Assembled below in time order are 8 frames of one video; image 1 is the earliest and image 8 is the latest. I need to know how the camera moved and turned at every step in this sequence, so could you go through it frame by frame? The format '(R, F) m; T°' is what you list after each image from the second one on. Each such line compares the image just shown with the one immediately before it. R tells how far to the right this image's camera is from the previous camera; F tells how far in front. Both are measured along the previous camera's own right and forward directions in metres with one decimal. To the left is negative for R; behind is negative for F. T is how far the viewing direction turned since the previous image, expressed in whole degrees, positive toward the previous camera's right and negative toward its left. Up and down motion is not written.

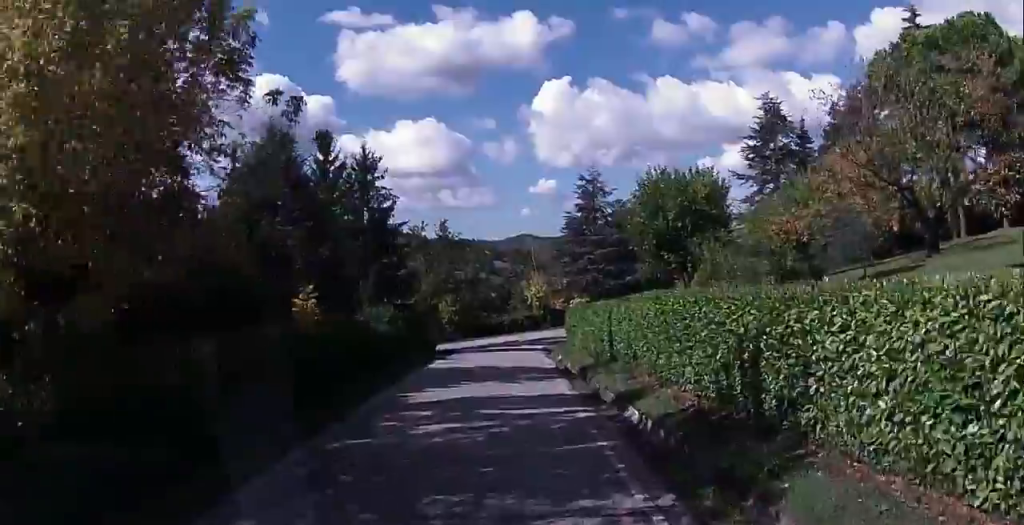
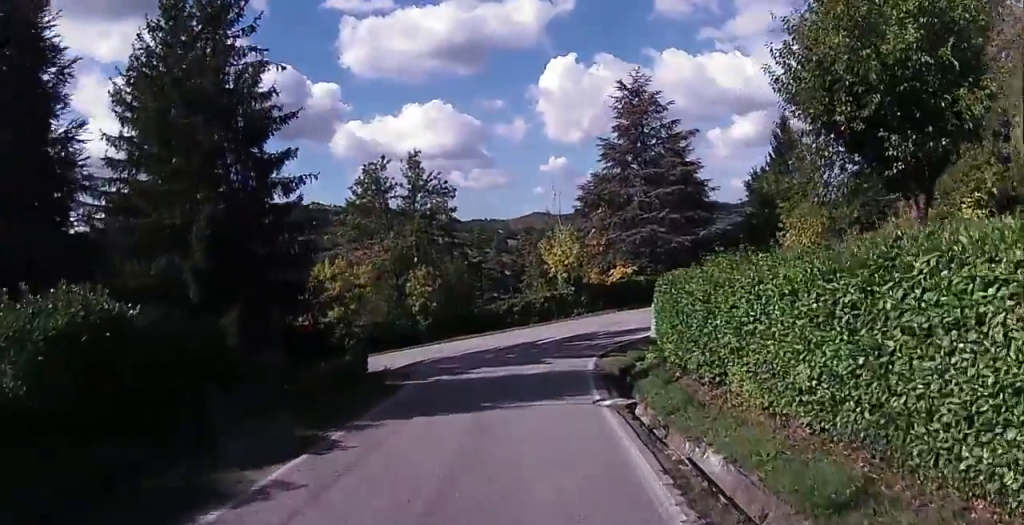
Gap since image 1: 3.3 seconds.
(+0.2, +26.3) m; 0°
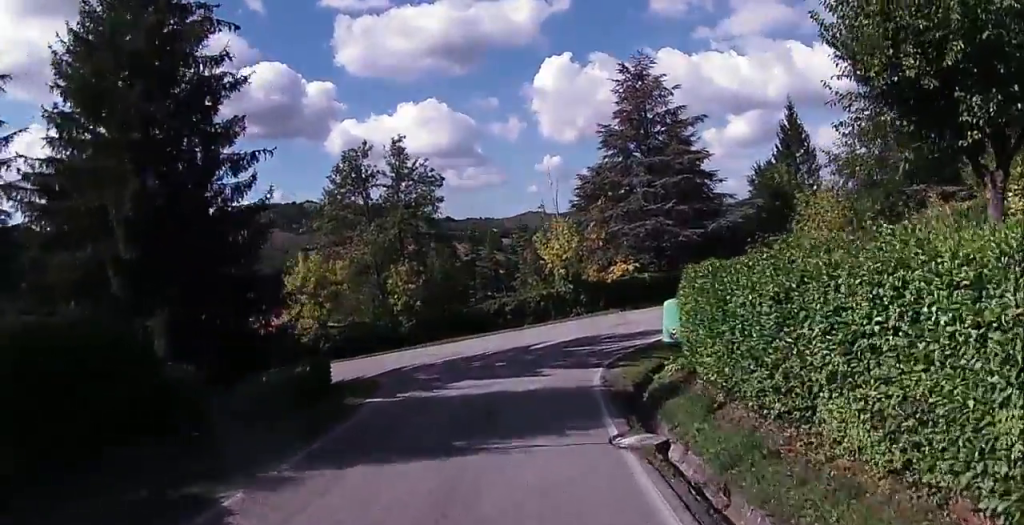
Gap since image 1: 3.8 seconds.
(-0.1, +4.0) m; -1°
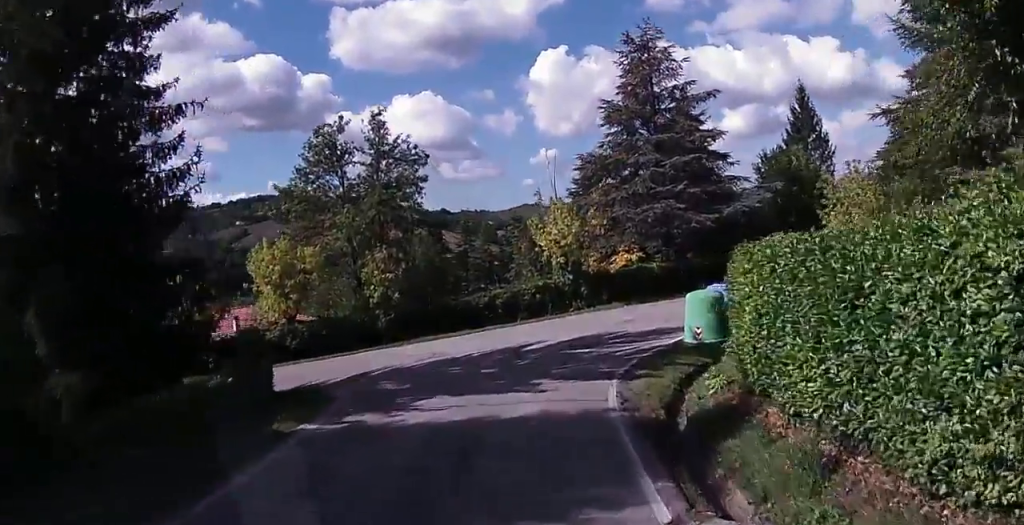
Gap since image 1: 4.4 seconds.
(0.0, +4.6) m; -1°
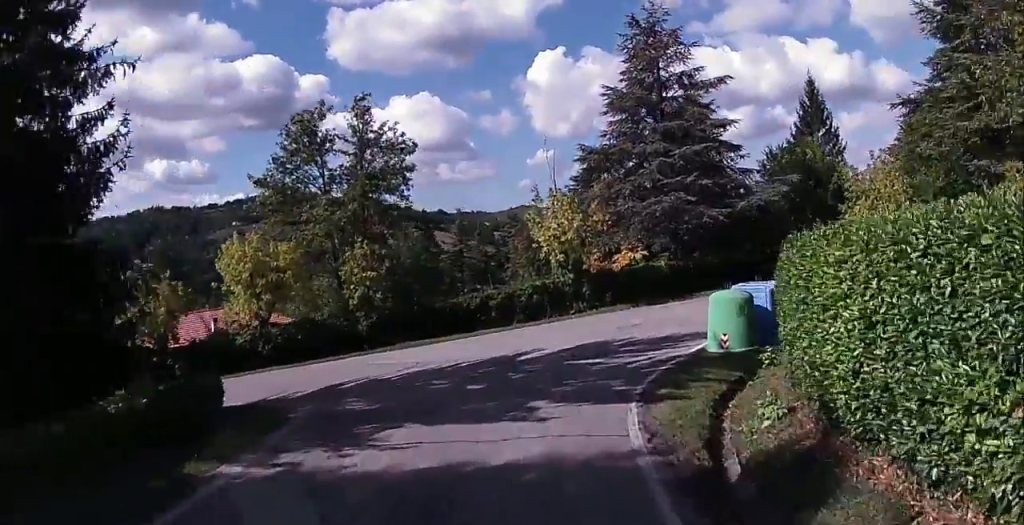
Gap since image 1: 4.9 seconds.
(0.0, +3.3) m; 0°
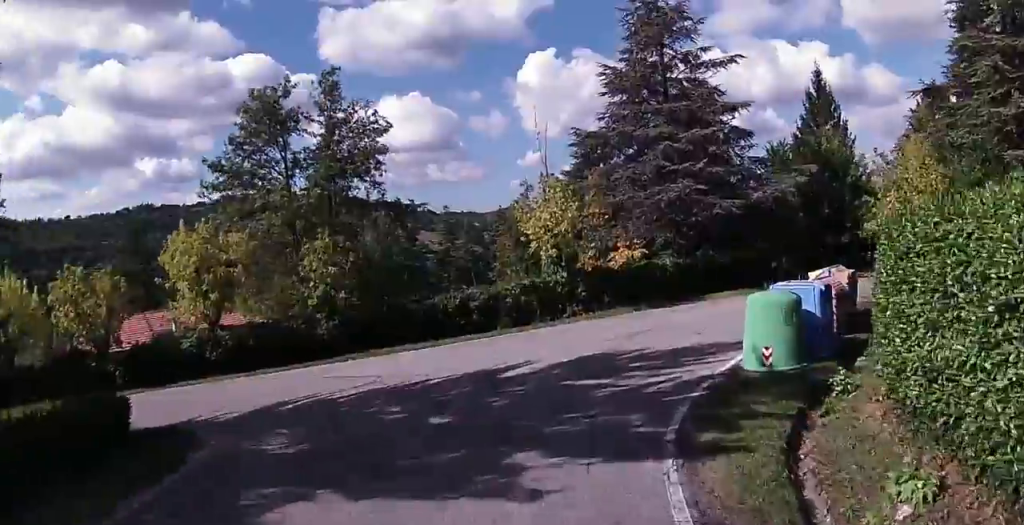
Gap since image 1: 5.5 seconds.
(0.0, +4.2) m; +1°
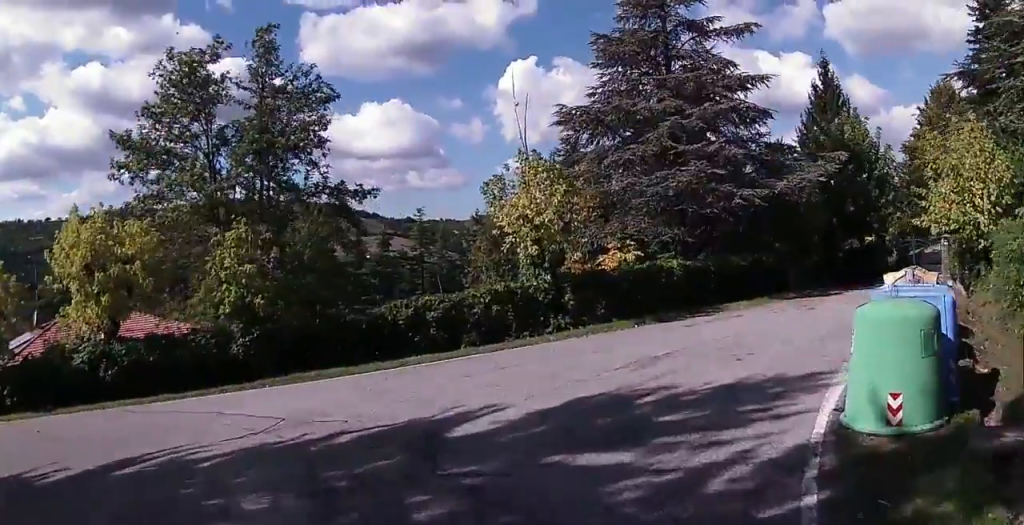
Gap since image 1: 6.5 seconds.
(+0.1, +6.0) m; -6°
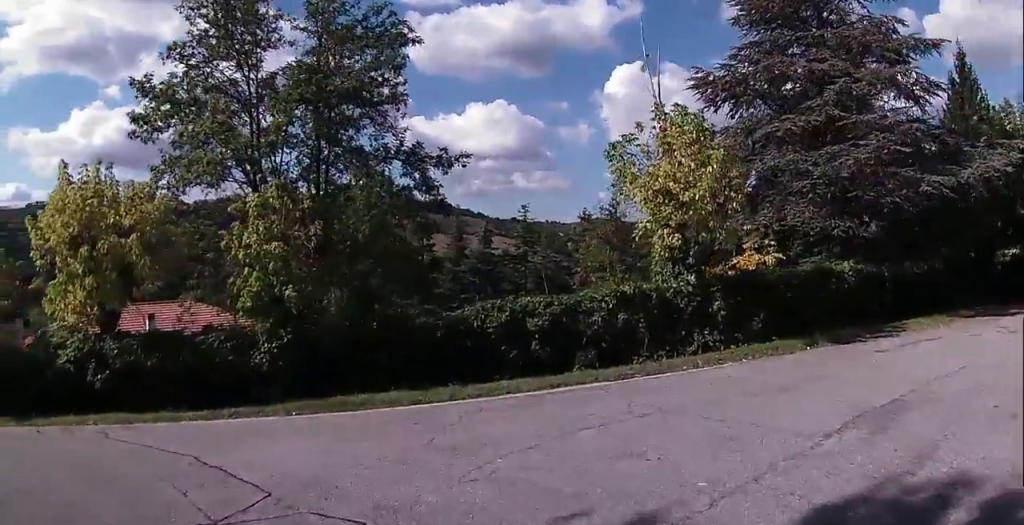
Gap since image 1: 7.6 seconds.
(-0.9, +5.3) m; -25°
